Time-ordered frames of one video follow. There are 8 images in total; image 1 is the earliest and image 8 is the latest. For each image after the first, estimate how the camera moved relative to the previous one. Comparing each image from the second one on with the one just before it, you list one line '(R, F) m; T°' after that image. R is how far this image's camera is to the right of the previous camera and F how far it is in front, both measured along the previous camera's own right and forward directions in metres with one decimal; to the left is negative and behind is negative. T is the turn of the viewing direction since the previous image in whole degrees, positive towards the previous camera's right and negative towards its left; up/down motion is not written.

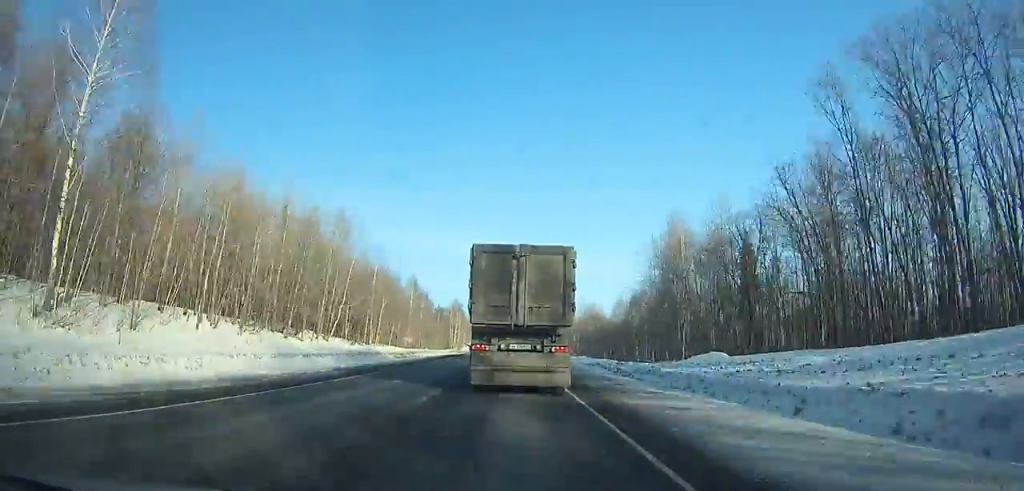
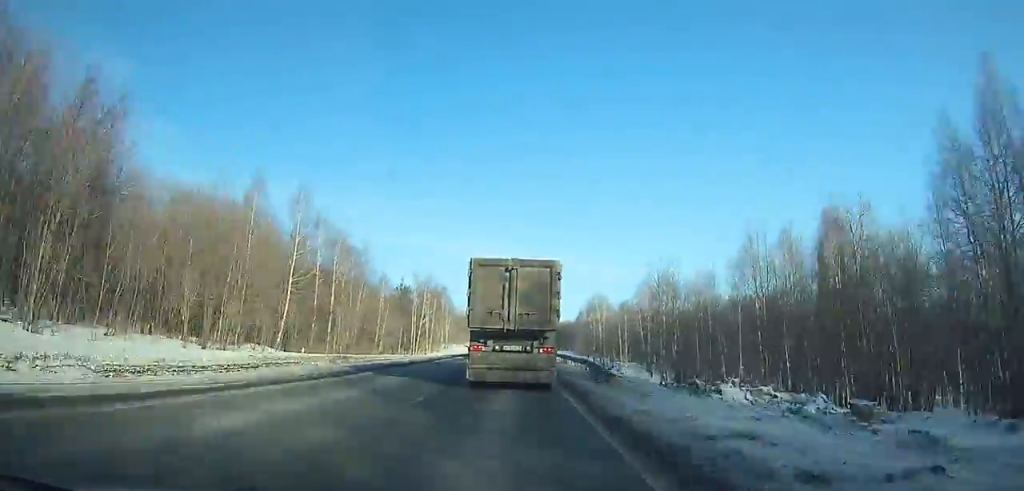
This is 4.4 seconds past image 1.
(-1.0, +75.3) m; -2°
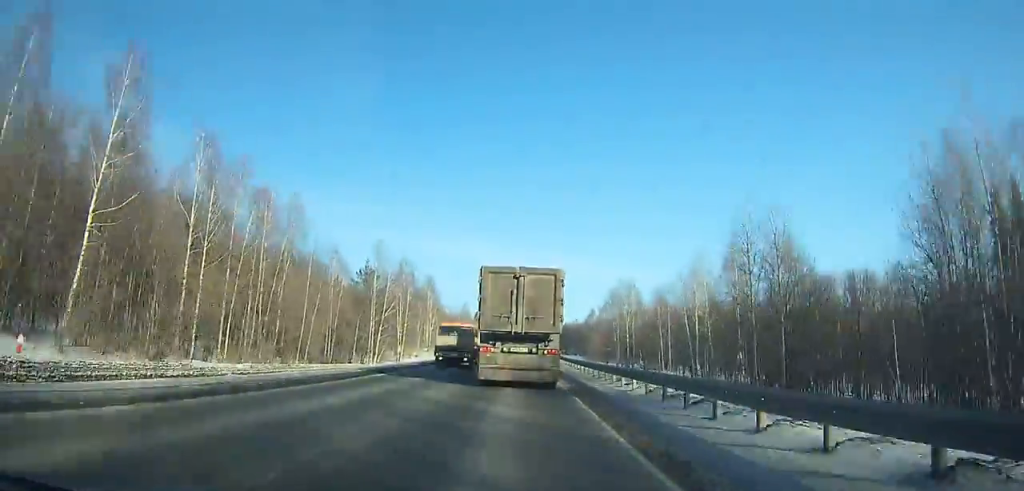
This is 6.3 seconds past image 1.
(-0.2, +32.2) m; 0°
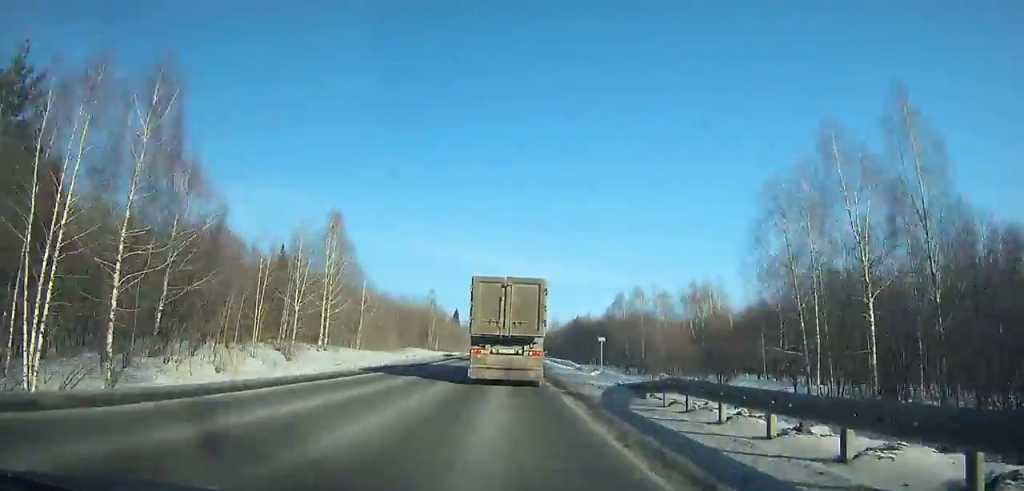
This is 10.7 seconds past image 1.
(+0.1, +74.6) m; 0°
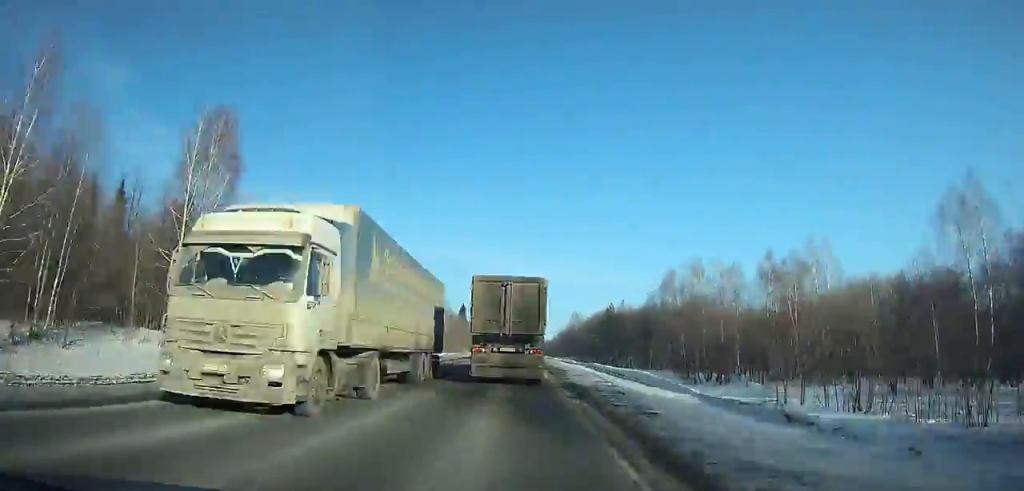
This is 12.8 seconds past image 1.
(0.0, +35.7) m; 0°
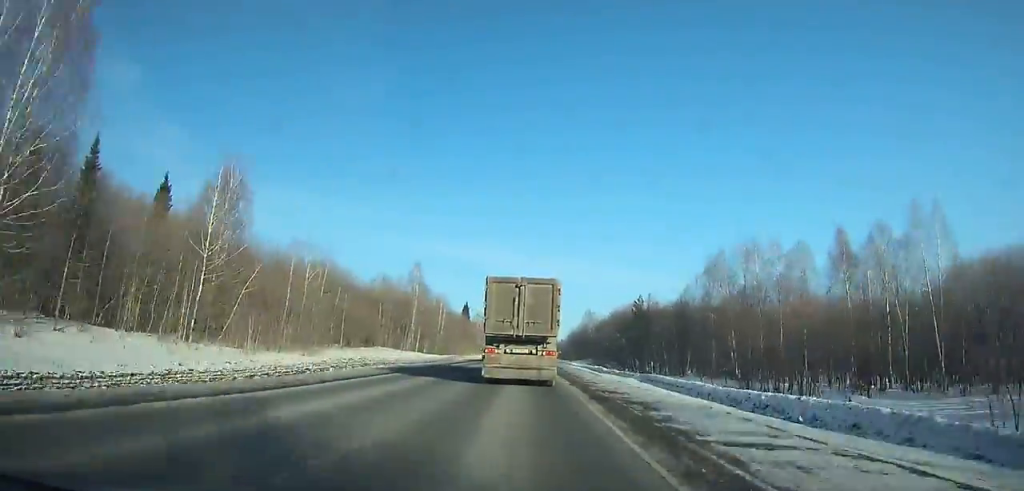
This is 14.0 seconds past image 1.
(+0.1, +20.6) m; 0°
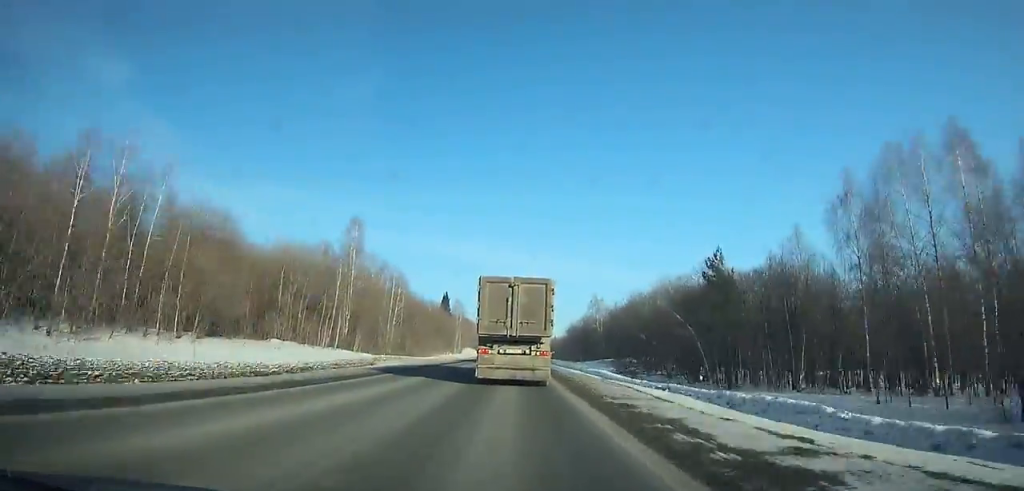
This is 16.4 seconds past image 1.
(+0.1, +41.2) m; 0°
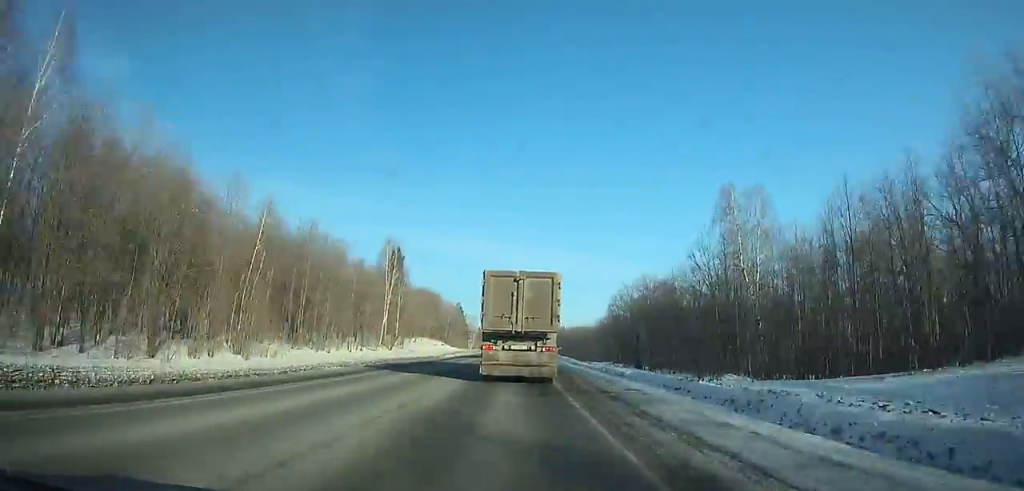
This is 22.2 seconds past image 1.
(-0.6, +100.6) m; -1°
